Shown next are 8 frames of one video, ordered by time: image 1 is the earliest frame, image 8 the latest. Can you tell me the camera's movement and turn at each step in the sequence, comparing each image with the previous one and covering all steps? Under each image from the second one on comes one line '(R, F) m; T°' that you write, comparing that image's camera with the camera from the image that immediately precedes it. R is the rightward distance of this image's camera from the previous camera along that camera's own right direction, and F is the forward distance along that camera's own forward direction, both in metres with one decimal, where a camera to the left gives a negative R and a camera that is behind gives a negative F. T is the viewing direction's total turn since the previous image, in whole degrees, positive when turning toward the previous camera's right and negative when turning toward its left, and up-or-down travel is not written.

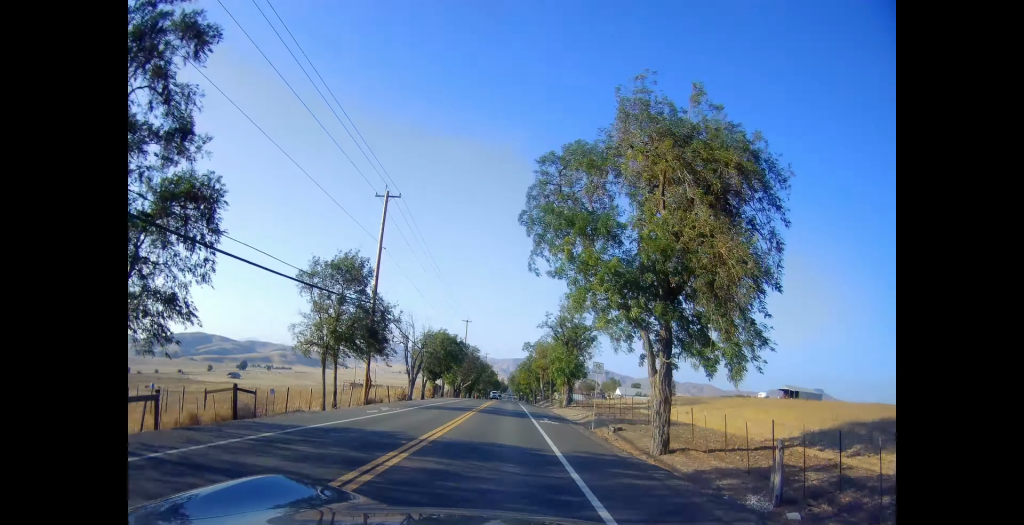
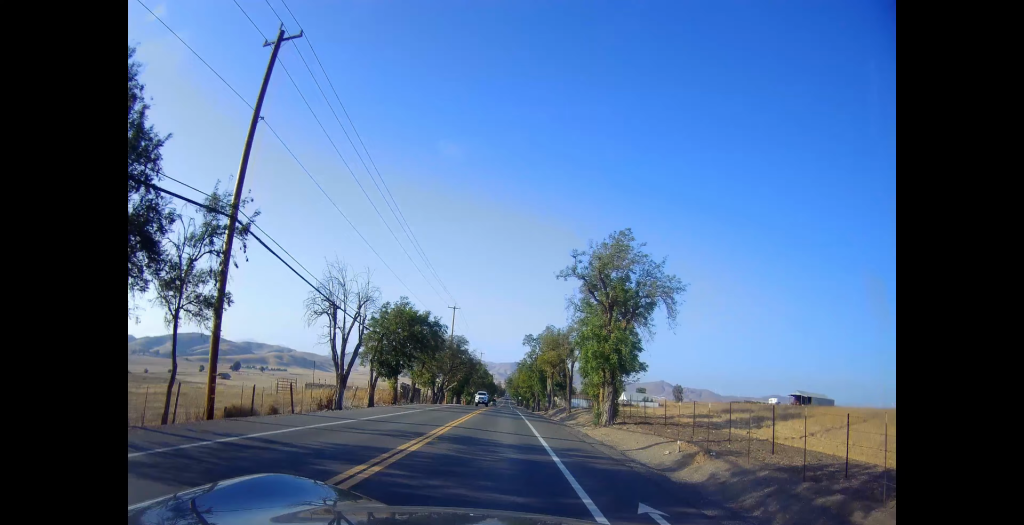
(0.0, +21.0) m; 0°
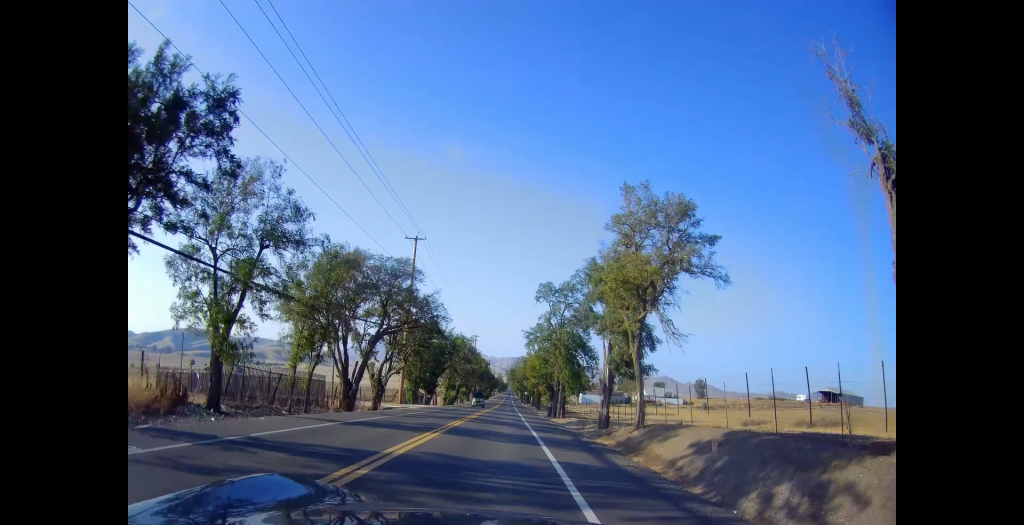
(0.0, +37.5) m; 0°
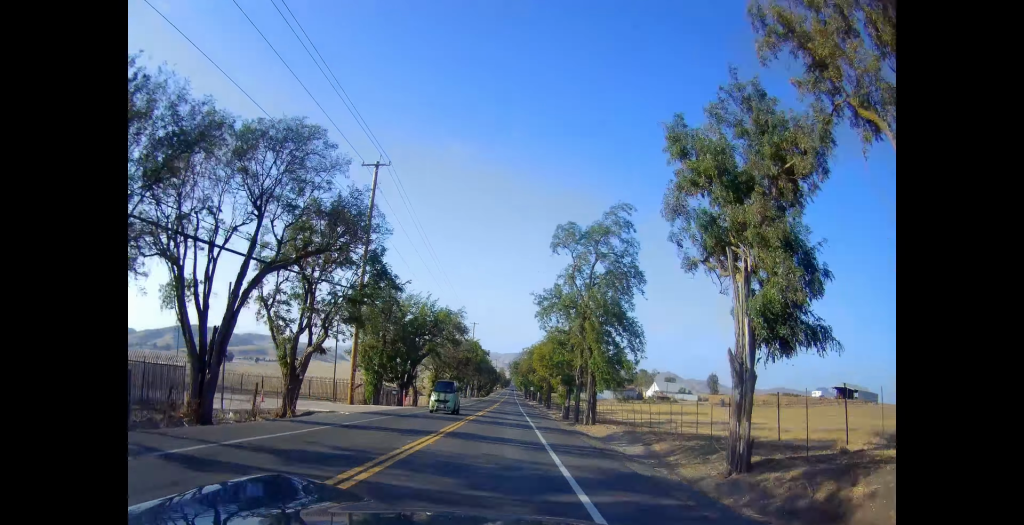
(0.0, +16.5) m; 0°
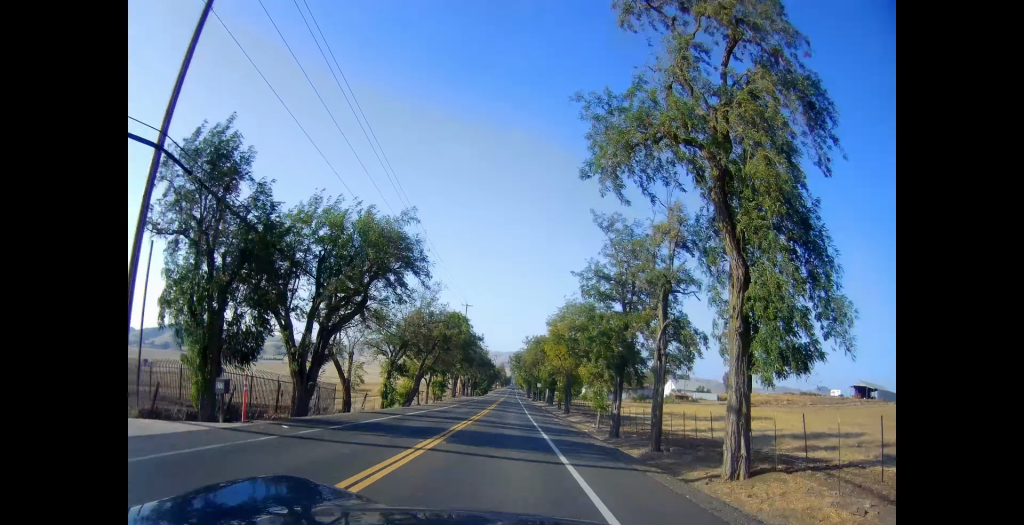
(0.0, +22.5) m; 0°
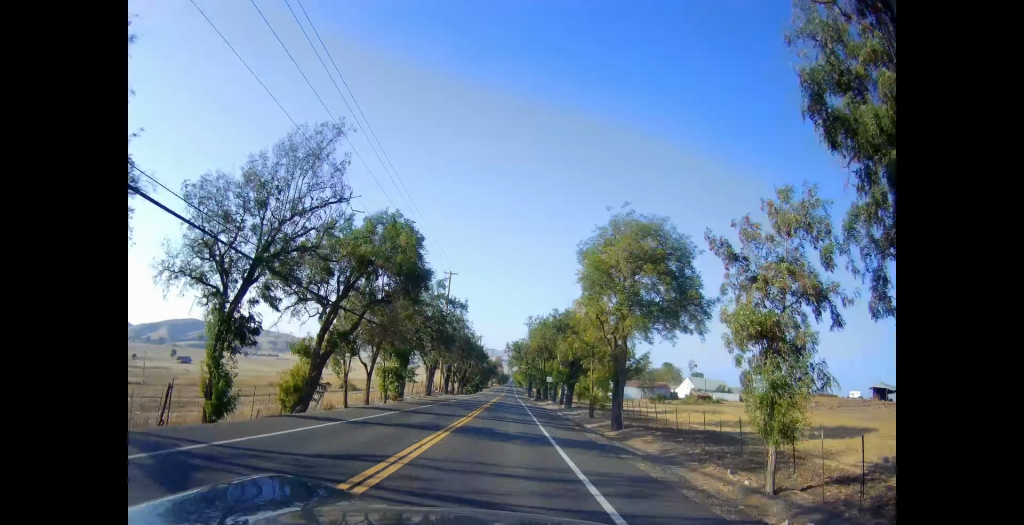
(0.0, +23.7) m; 0°
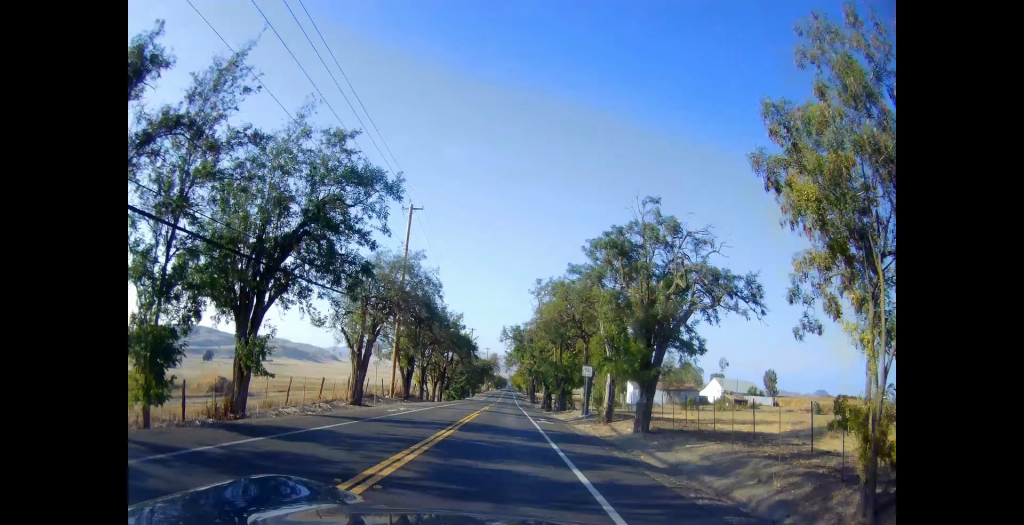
(0.0, +27.8) m; 0°
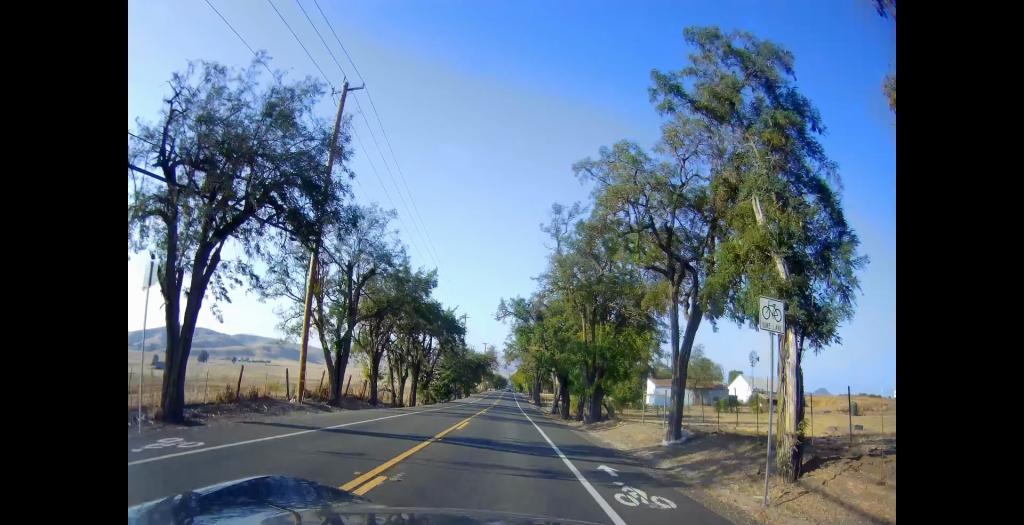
(0.0, +19.8) m; 0°
